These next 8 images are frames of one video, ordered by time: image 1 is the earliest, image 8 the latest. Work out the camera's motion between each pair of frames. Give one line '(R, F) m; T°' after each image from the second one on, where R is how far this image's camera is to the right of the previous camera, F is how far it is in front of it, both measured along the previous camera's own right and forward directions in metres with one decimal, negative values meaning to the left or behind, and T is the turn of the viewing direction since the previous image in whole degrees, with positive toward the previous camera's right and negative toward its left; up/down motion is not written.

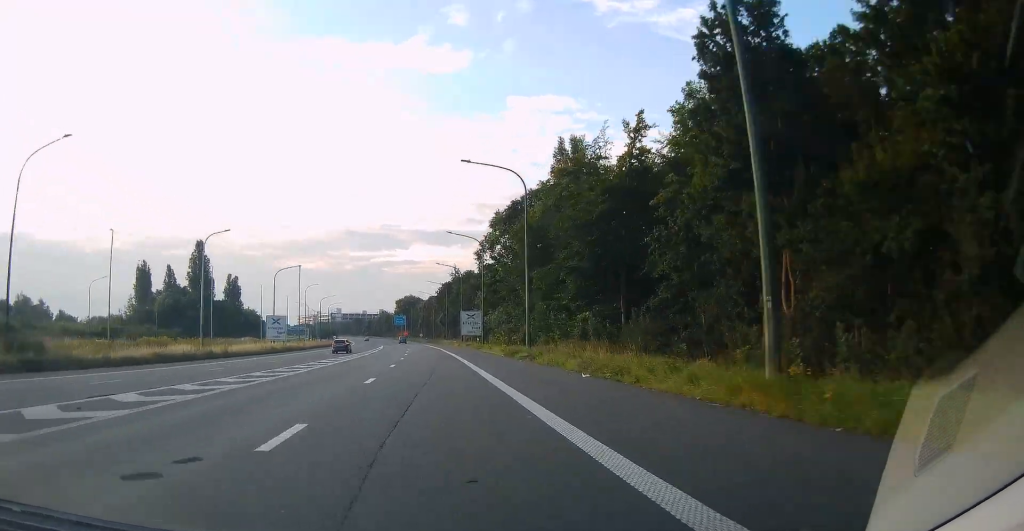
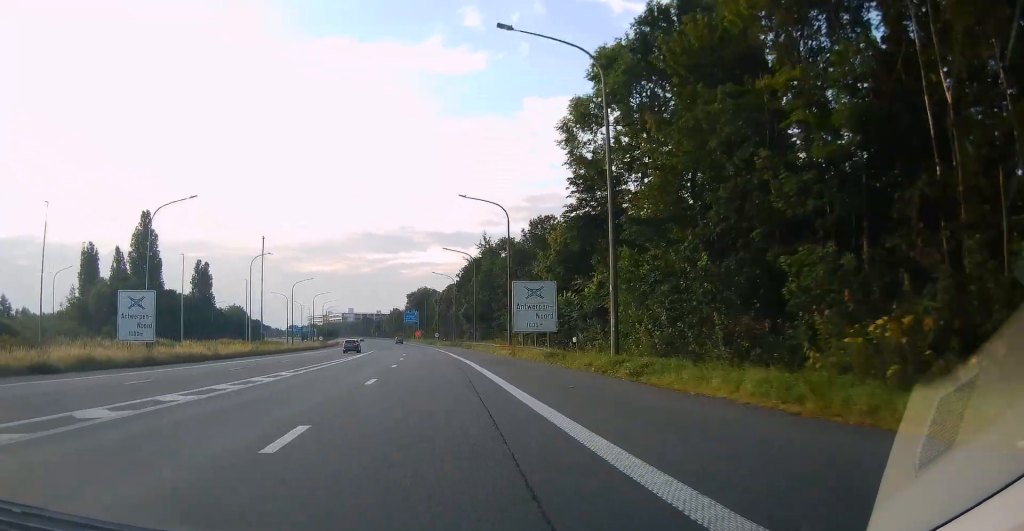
(+0.8, +48.2) m; 0°
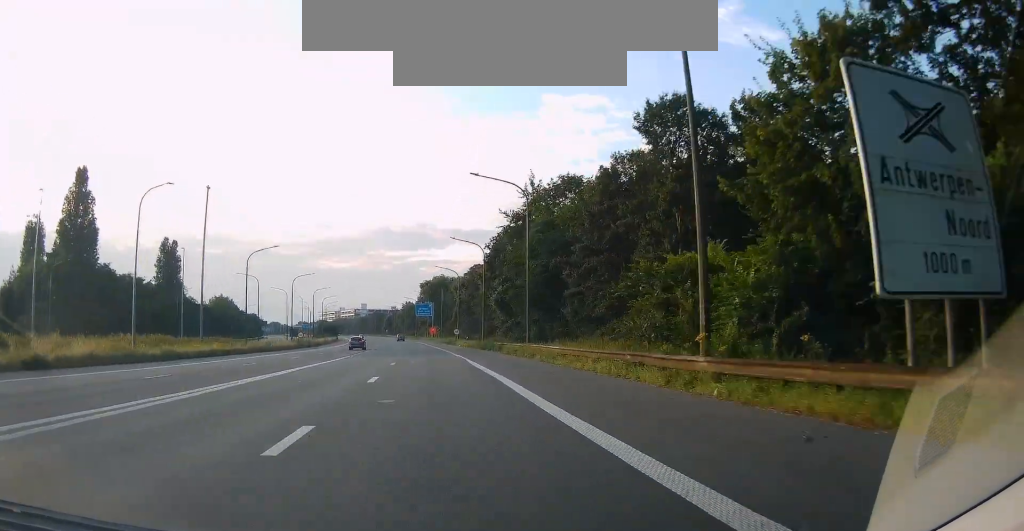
(-0.5, +37.5) m; -2°
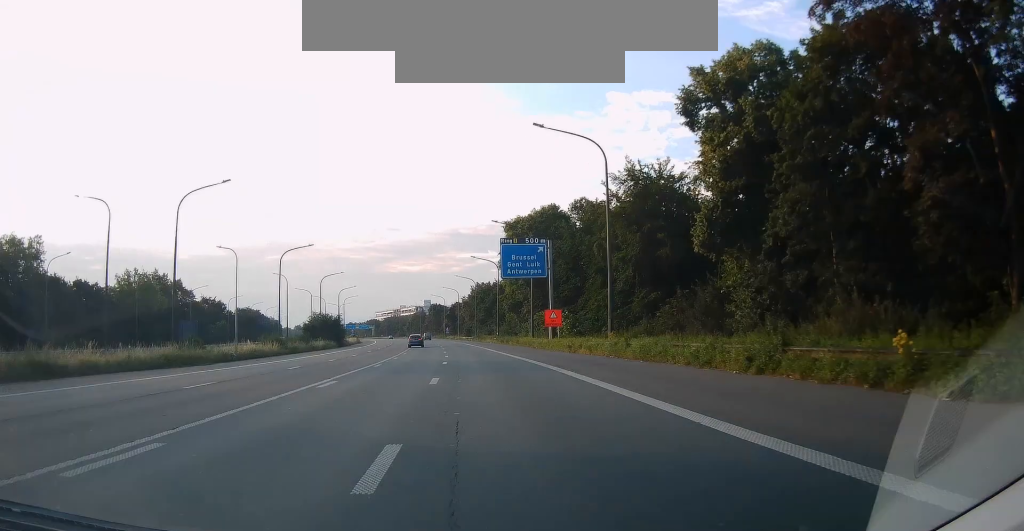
(-5.8, +105.4) m; -5°
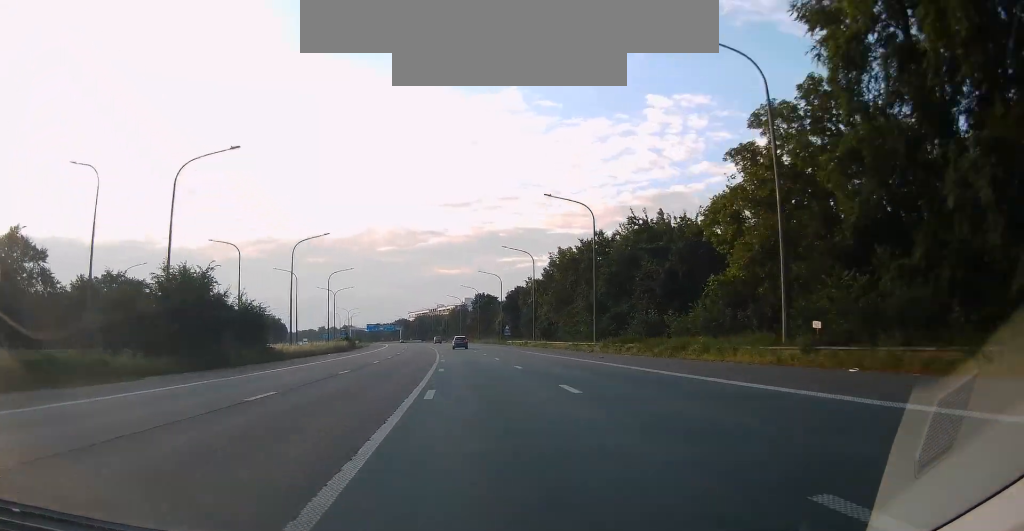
(-2.2, +77.0) m; -4°
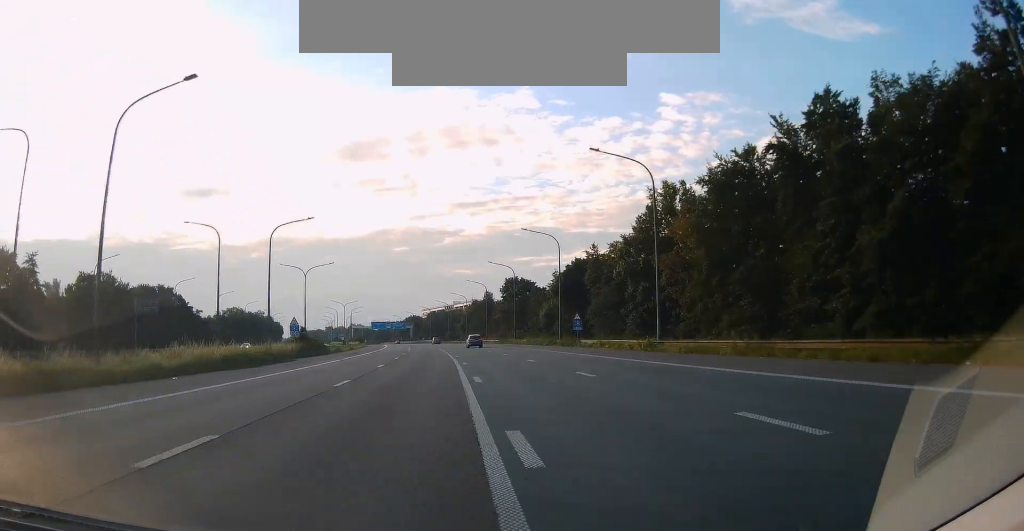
(-1.1, +44.5) m; -2°
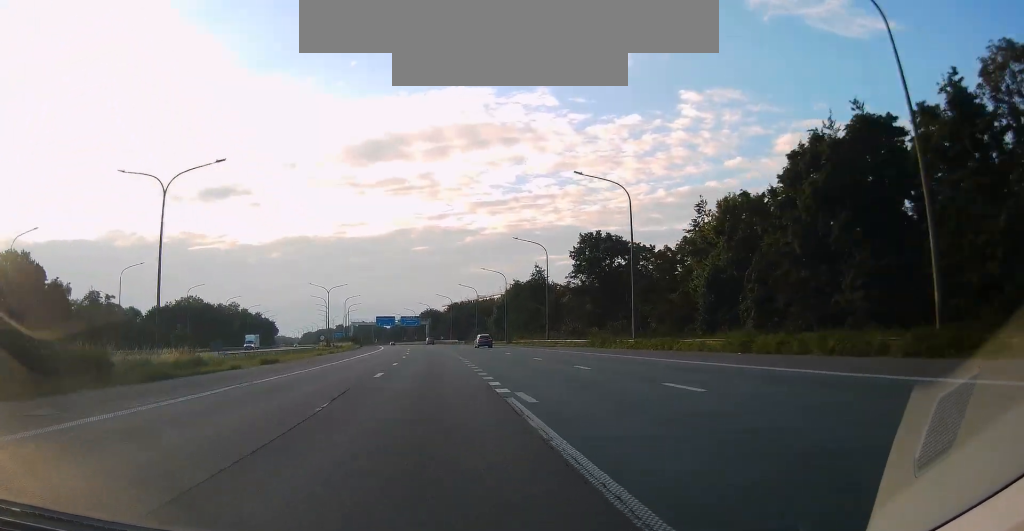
(-1.0, +56.2) m; -2°
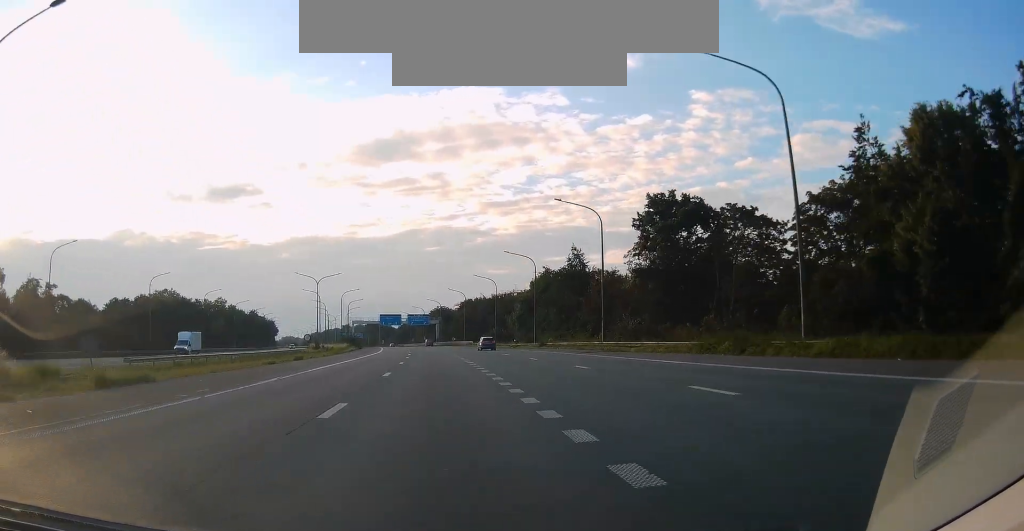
(0.0, +22.6) m; 0°
